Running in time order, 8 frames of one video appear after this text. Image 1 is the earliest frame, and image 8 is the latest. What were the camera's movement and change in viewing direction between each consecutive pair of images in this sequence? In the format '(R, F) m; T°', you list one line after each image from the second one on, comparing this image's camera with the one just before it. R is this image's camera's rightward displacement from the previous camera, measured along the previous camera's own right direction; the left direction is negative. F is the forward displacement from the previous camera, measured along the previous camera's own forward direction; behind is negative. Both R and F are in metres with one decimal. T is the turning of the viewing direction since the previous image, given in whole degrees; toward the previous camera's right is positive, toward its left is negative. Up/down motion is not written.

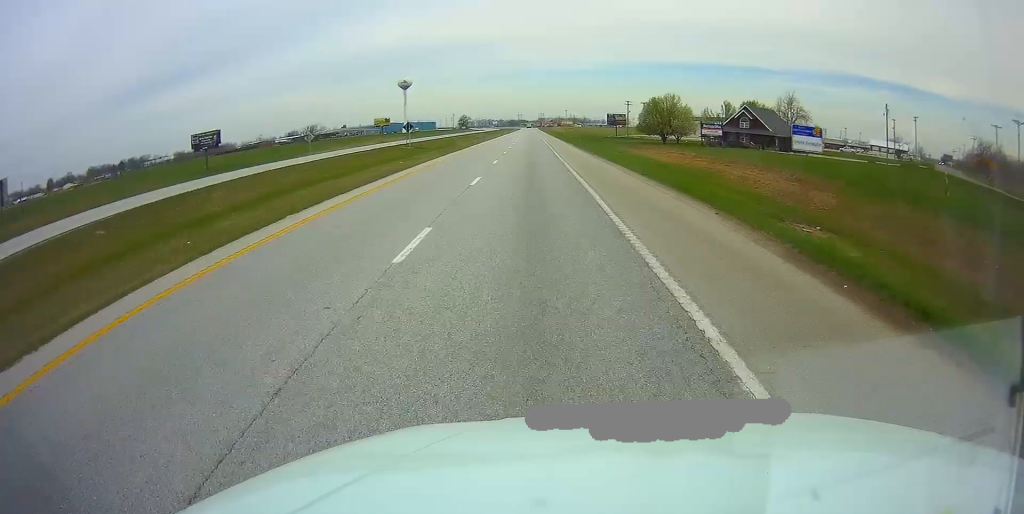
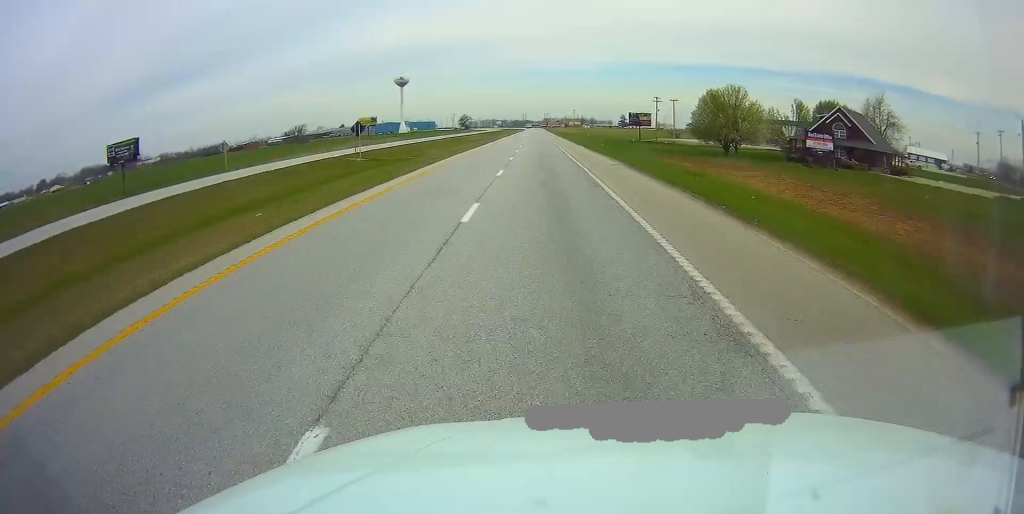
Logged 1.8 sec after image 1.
(-0.1, +33.8) m; +1°
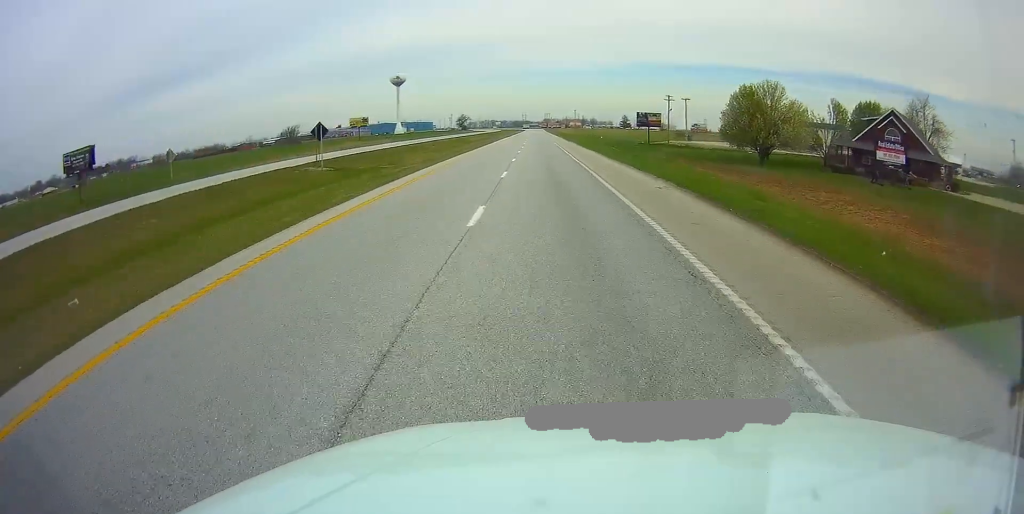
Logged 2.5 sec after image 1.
(+0.7, +13.2) m; +1°
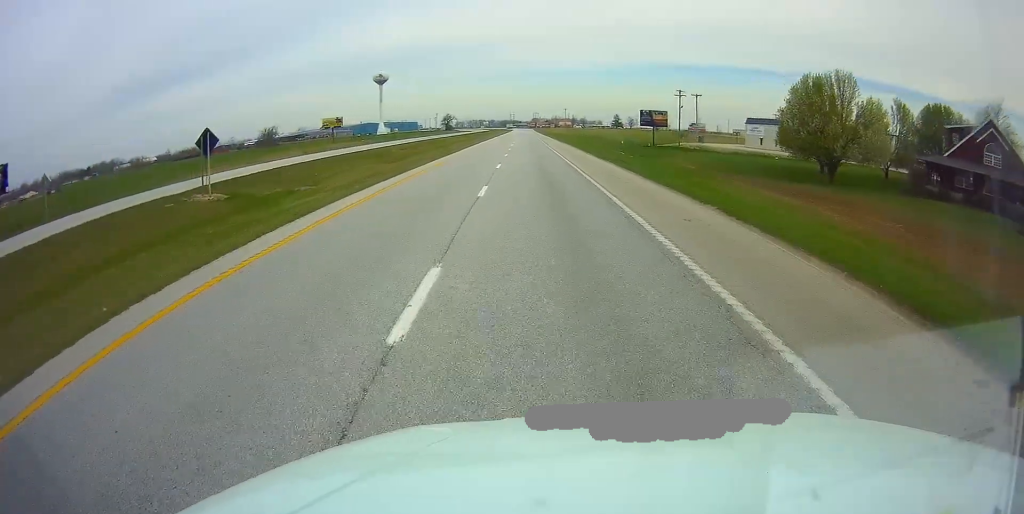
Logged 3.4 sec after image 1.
(-0.4, +19.4) m; -1°
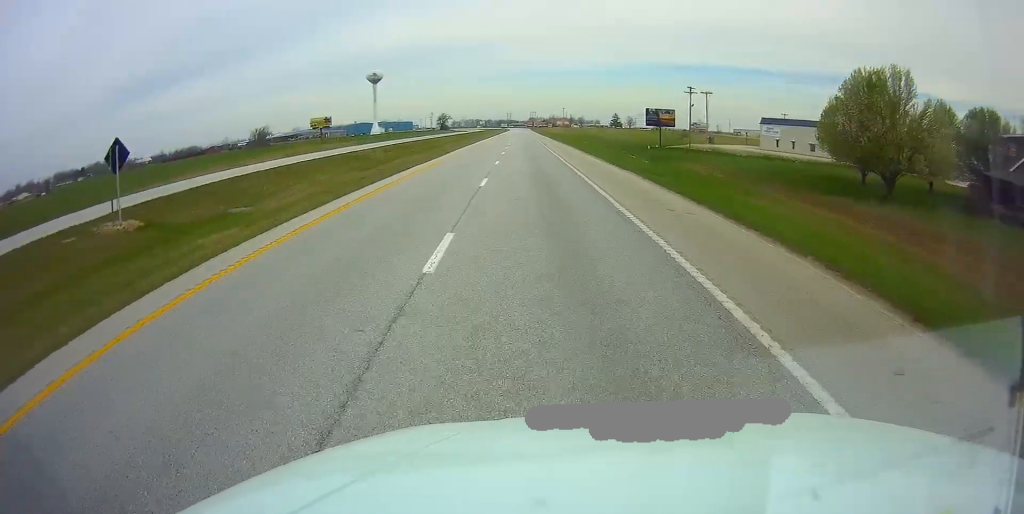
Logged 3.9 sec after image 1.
(0.0, +9.4) m; 0°
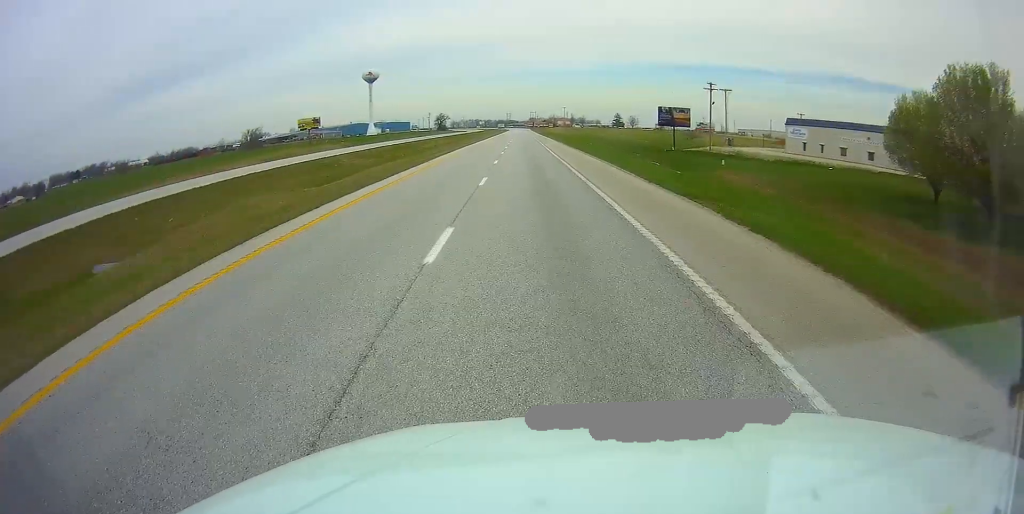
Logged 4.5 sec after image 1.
(0.0, +11.5) m; +1°
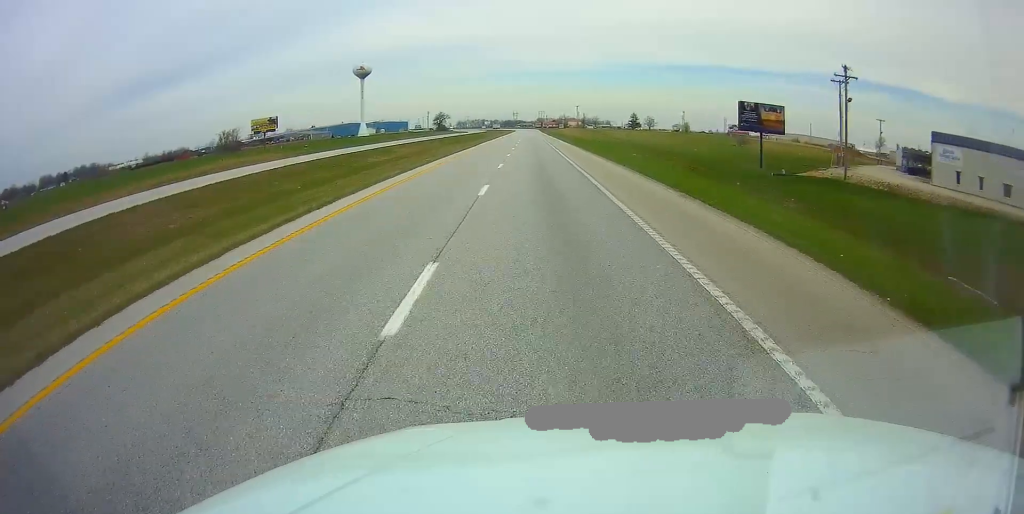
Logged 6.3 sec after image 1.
(-0.1, +39.4) m; -1°
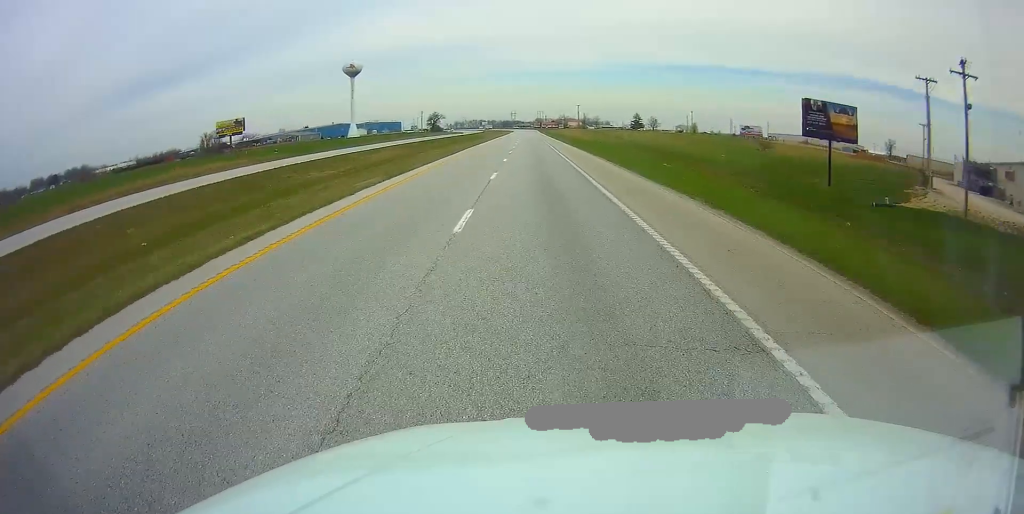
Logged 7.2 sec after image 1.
(-0.1, +18.5) m; +1°
